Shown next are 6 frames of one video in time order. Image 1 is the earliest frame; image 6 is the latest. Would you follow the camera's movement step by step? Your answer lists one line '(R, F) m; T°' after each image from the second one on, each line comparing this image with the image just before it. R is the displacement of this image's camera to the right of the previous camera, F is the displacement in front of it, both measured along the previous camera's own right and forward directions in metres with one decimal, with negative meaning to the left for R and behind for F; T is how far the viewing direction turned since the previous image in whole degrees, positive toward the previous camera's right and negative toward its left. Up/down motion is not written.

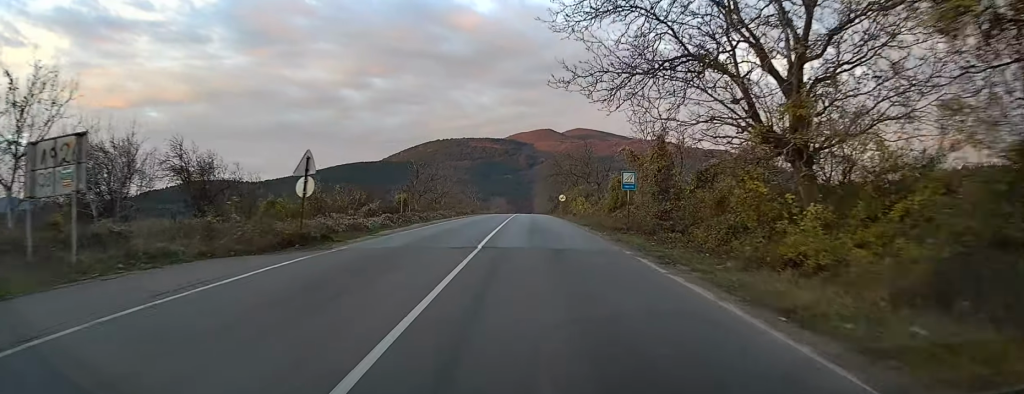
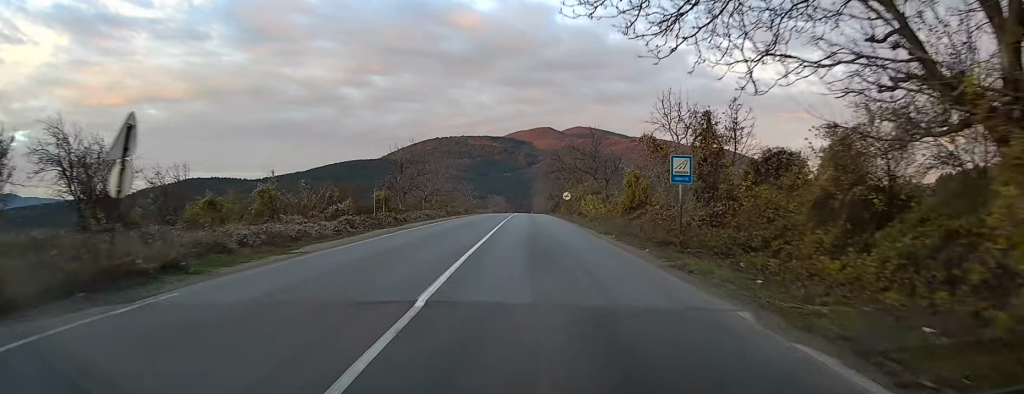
(0.0, +9.2) m; 0°
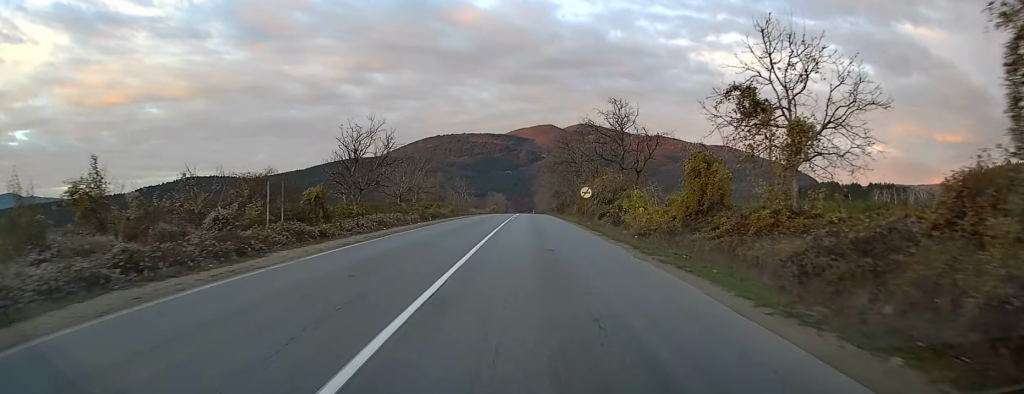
(+0.1, +18.5) m; 0°
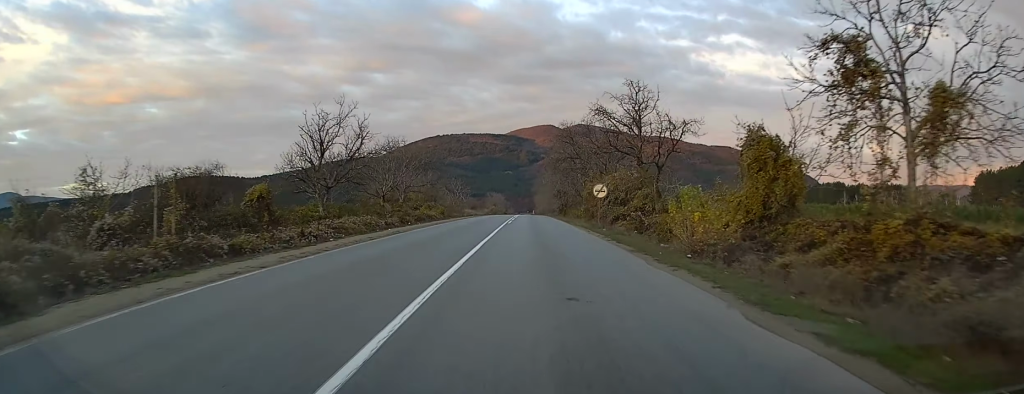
(+0.1, +8.2) m; 0°
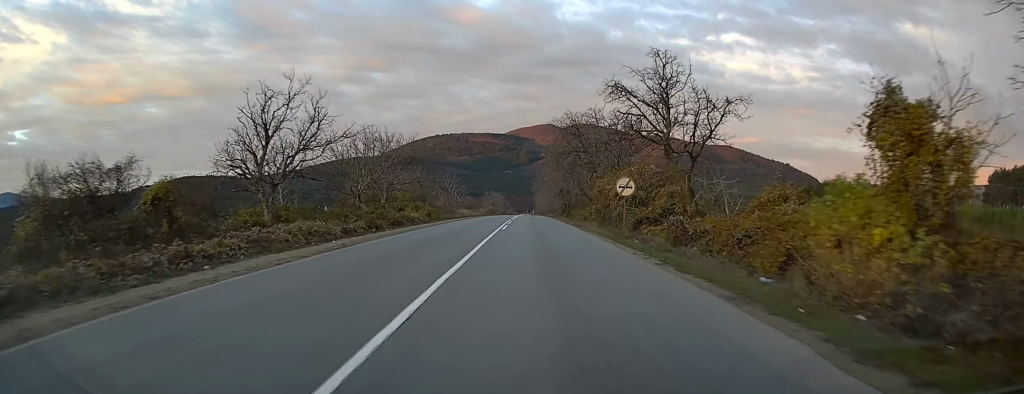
(-0.2, +9.0) m; 0°
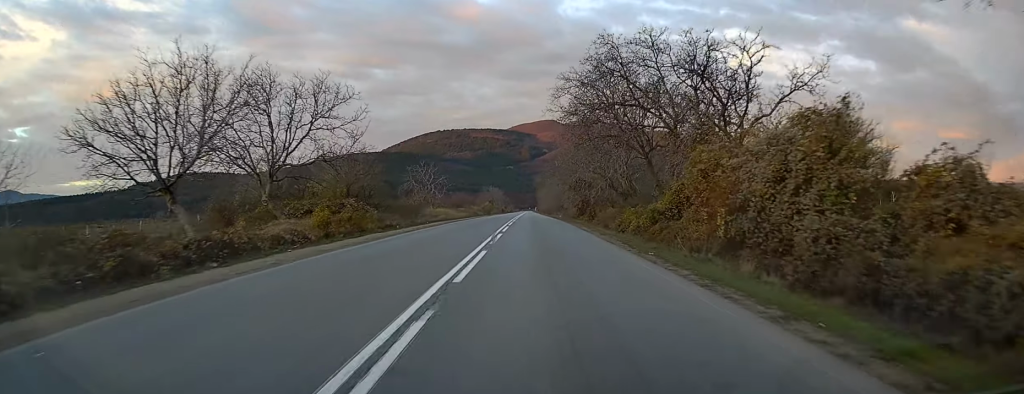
(+0.5, +29.7) m; +1°
